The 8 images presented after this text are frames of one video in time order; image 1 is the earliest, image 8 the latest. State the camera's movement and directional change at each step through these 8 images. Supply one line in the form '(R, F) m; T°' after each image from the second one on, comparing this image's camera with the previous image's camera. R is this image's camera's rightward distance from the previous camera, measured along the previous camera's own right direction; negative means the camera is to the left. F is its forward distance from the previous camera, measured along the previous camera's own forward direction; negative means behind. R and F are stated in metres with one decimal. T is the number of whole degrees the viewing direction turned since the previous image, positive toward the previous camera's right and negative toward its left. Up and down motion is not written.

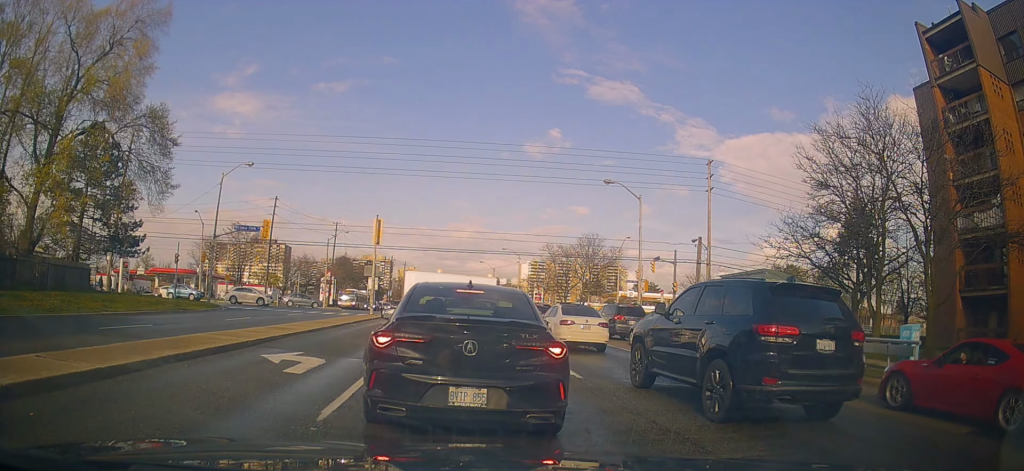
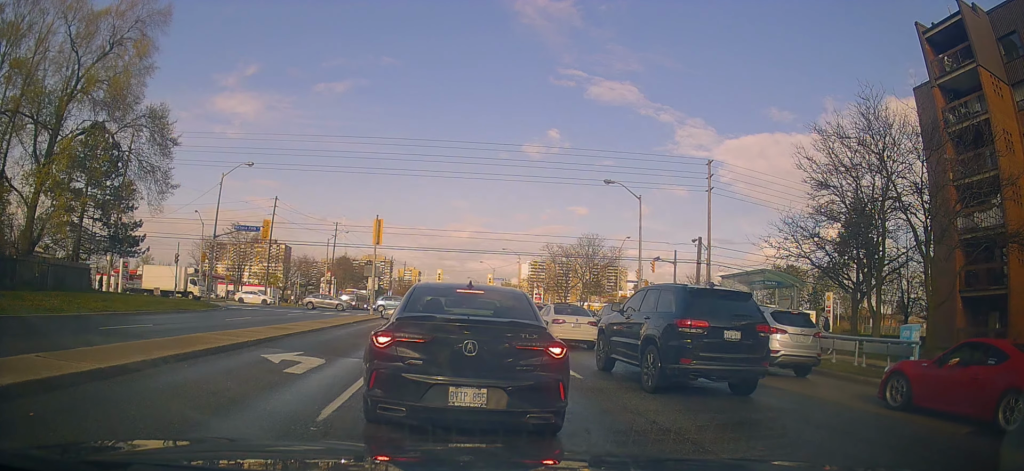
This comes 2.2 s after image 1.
(0.0, 0.0) m; 0°
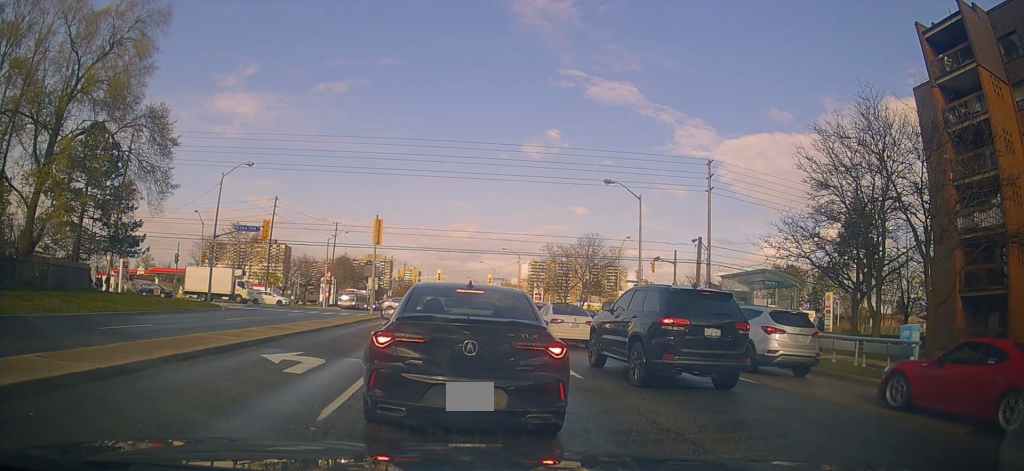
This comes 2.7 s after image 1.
(0.0, 0.0) m; 0°
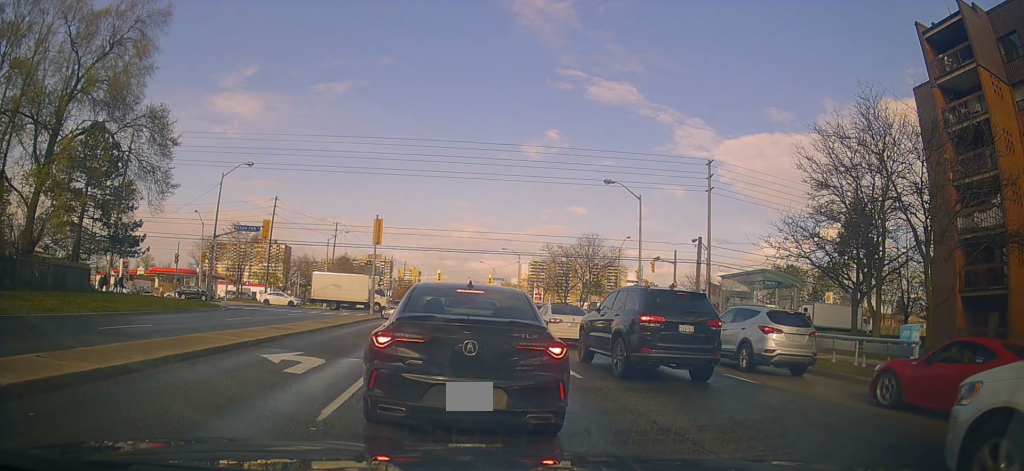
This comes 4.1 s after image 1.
(0.0, 0.0) m; 0°
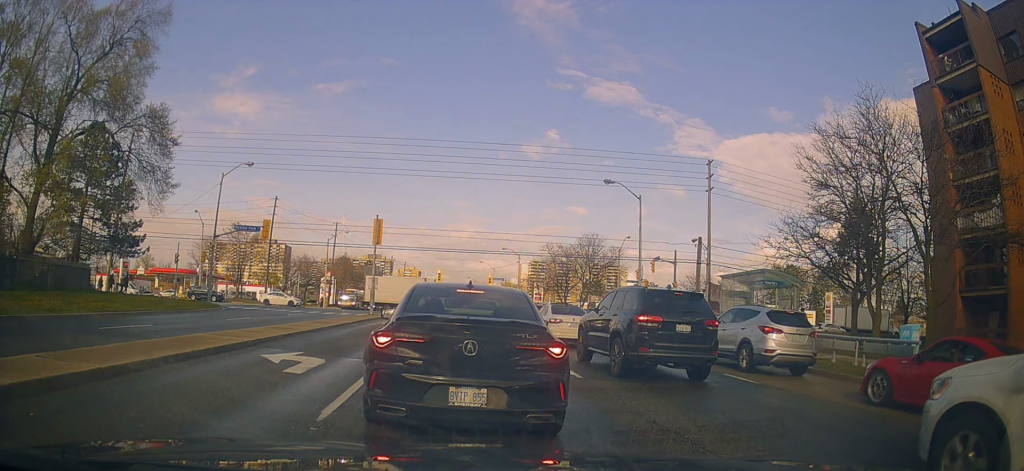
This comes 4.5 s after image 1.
(0.0, 0.0) m; 0°
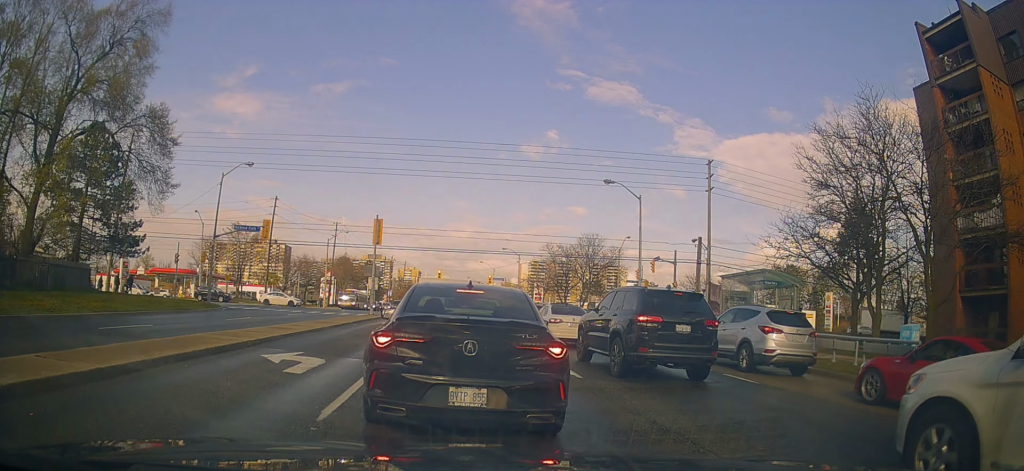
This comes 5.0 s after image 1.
(0.0, 0.0) m; 0°
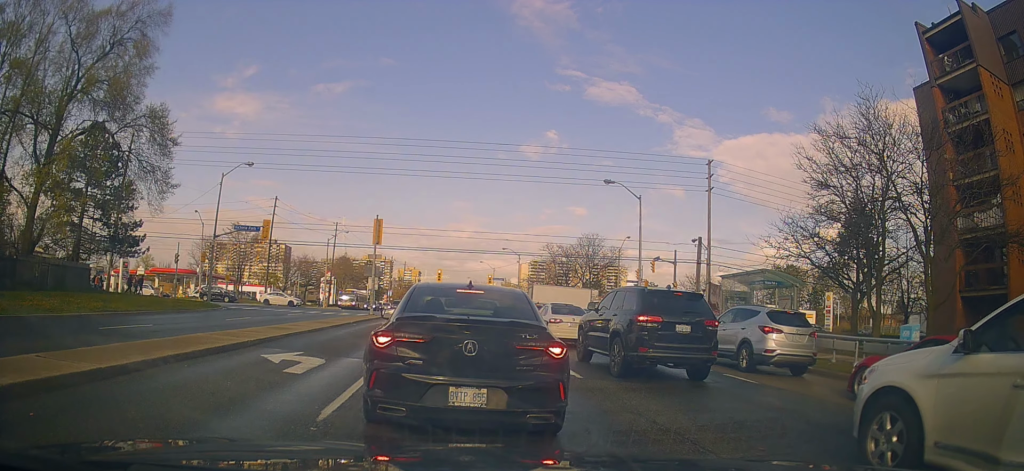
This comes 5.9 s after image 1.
(0.0, 0.0) m; 0°
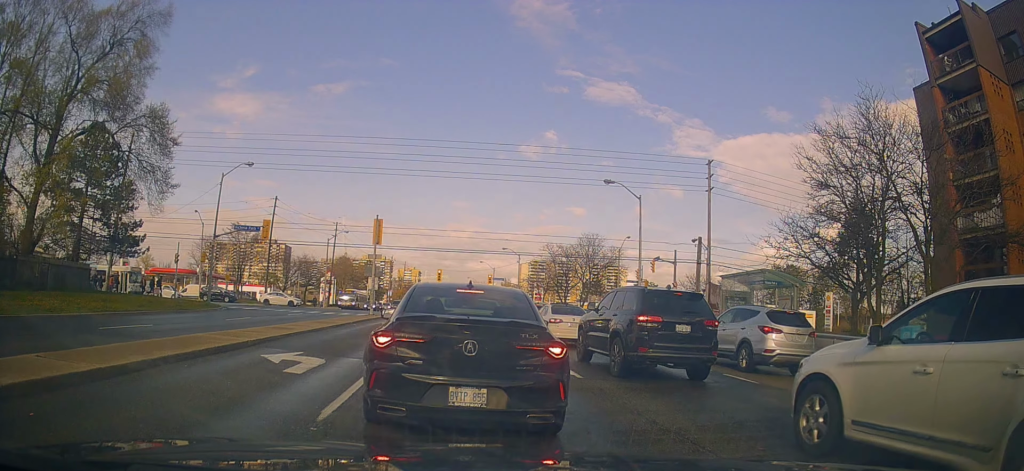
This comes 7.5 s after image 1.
(0.0, 0.0) m; 0°
